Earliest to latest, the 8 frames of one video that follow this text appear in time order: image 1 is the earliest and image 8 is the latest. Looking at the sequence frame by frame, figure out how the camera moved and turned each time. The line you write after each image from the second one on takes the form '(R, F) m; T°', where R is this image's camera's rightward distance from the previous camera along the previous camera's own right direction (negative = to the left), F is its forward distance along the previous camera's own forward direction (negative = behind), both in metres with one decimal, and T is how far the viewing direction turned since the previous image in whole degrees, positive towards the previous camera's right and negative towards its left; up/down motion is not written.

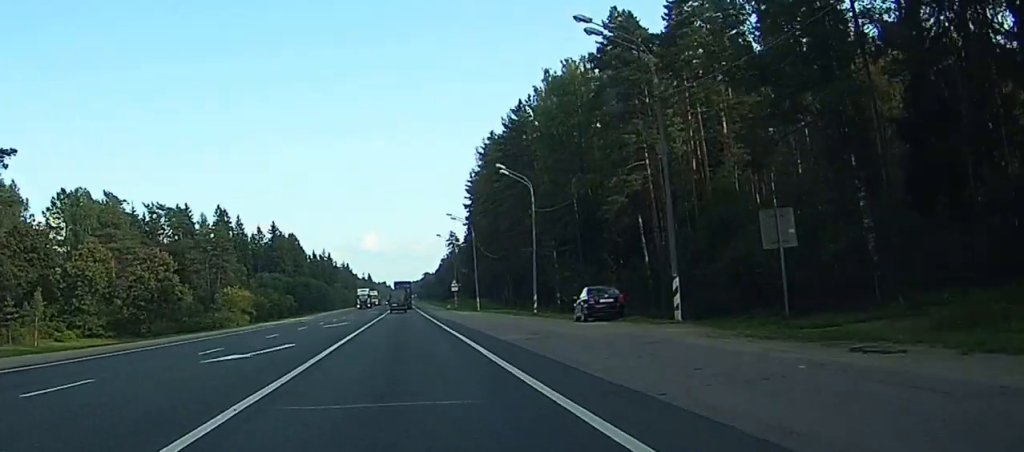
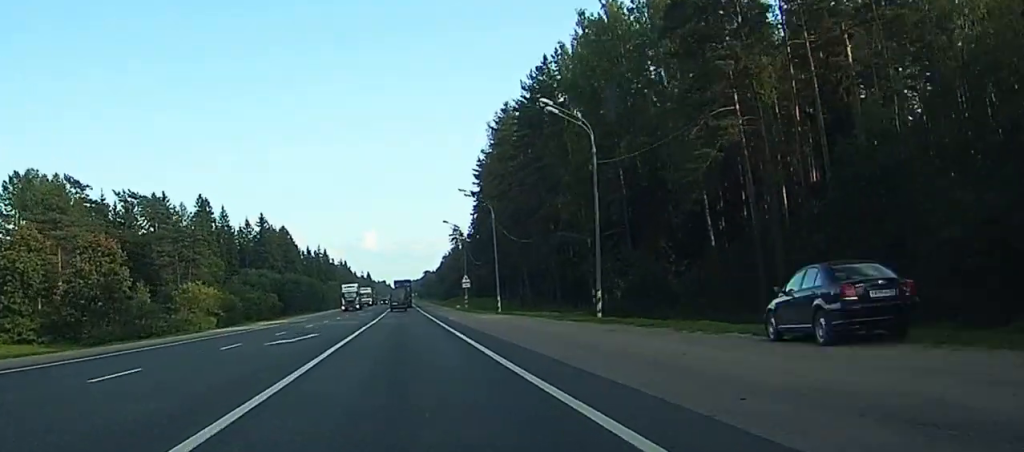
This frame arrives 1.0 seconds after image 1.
(+0.7, +21.2) m; +2°
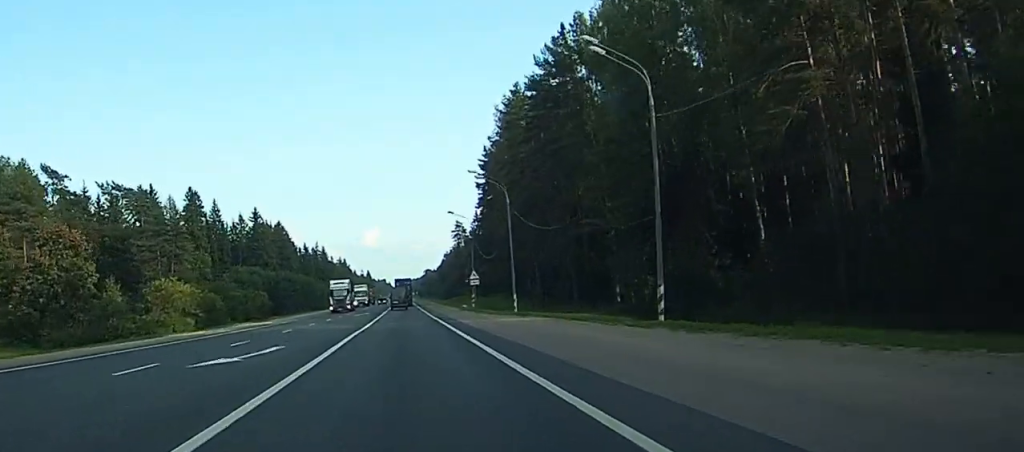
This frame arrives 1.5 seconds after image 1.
(0.0, +10.6) m; 0°
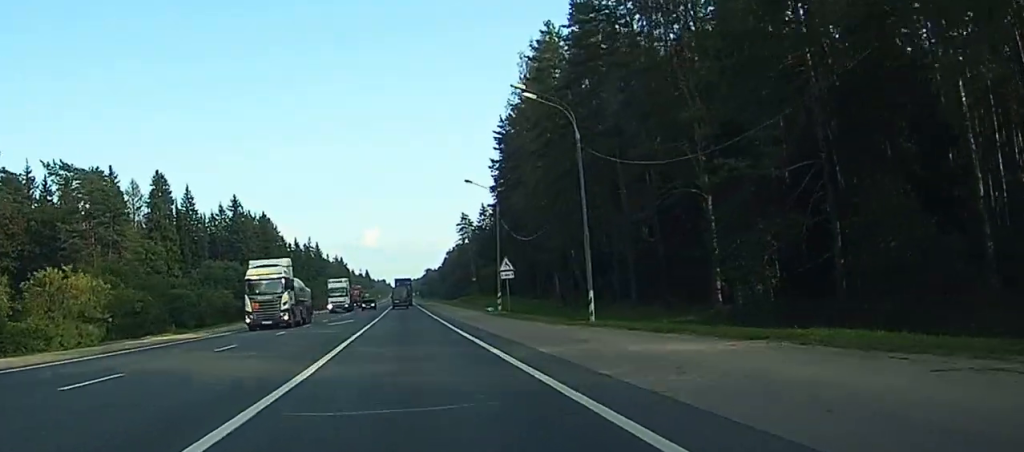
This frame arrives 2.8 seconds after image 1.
(0.0, +27.0) m; 0°
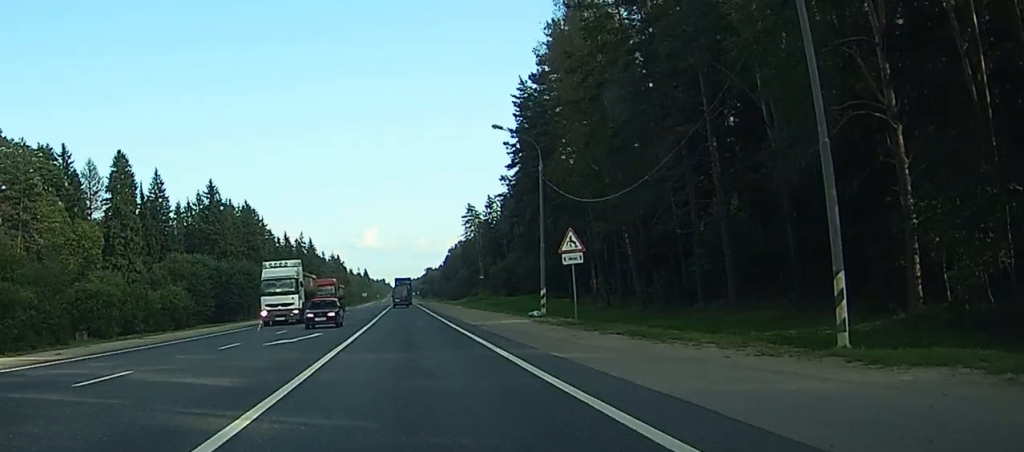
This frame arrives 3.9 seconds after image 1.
(0.0, +23.6) m; 0°
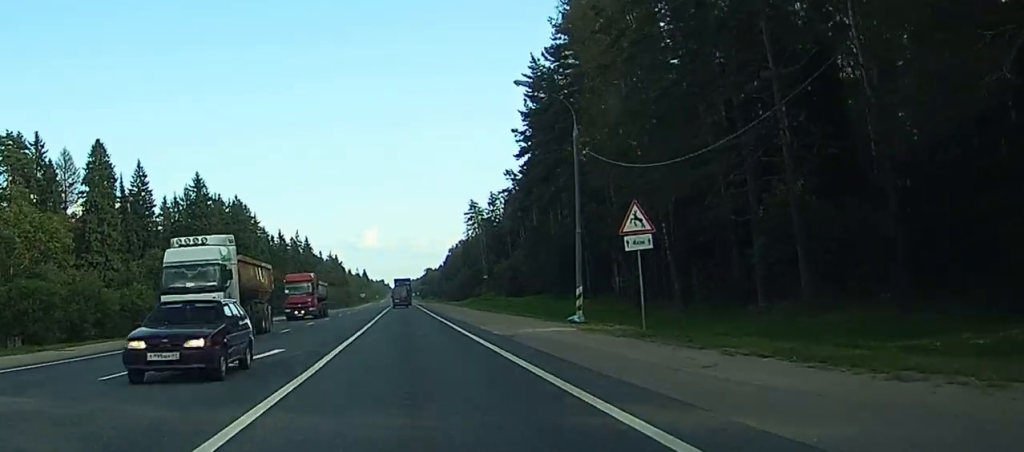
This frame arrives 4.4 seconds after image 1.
(0.0, +10.7) m; 0°
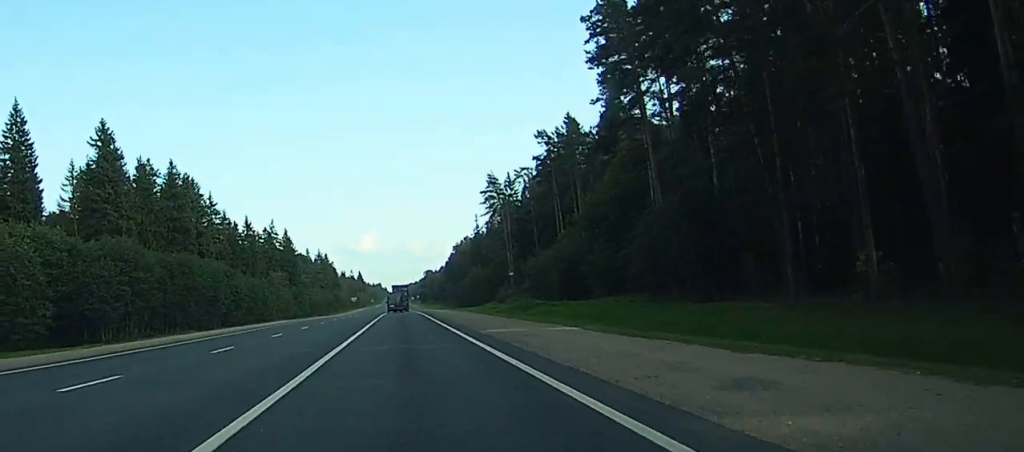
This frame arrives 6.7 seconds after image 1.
(+0.1, +49.8) m; 0°
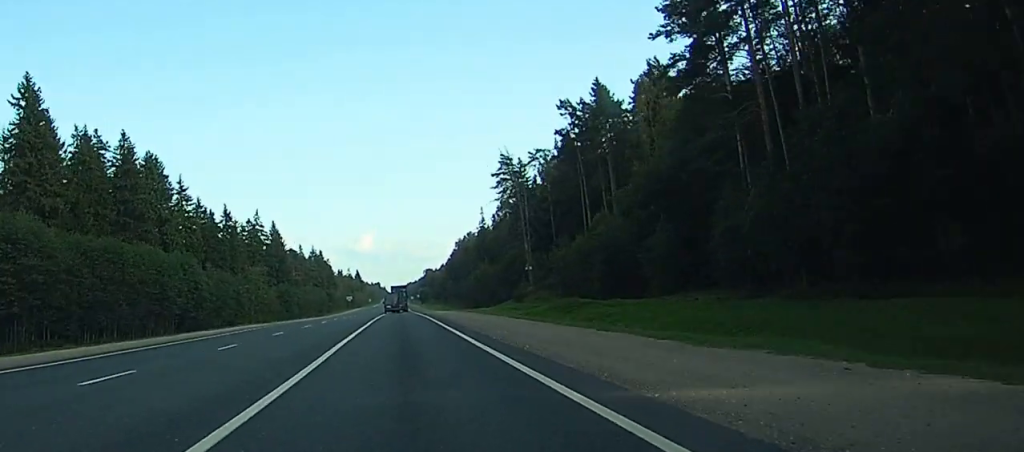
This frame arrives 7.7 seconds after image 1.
(+0.1, +22.6) m; 0°
